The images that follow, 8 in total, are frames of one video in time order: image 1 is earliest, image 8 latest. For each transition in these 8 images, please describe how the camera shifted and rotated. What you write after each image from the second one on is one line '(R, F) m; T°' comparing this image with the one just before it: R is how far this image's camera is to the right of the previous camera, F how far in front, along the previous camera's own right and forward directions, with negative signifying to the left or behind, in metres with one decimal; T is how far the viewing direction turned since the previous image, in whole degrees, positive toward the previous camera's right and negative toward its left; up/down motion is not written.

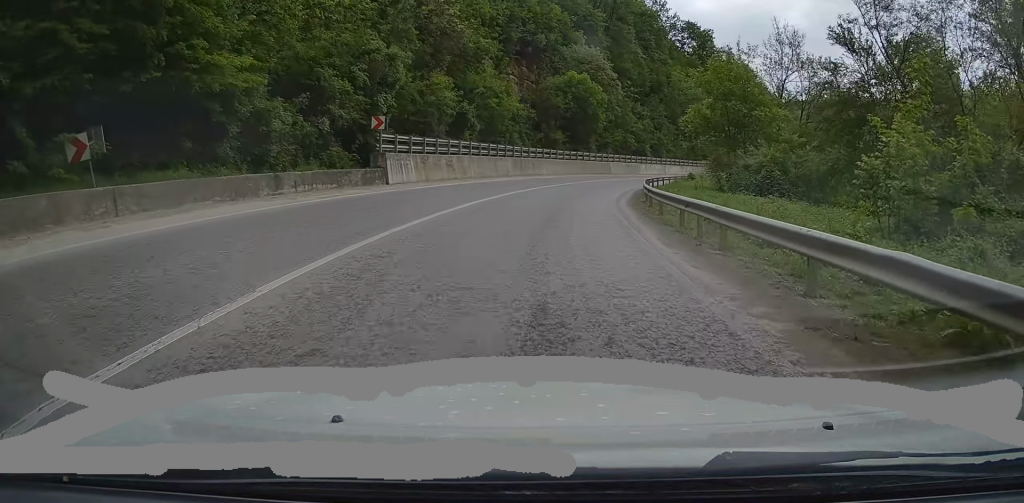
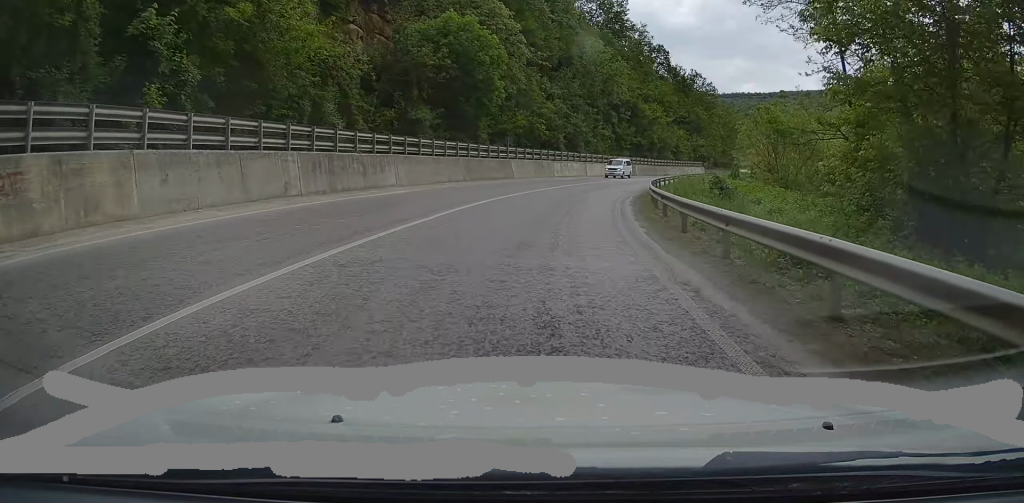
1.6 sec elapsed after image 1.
(+2.5, +29.1) m; +11°
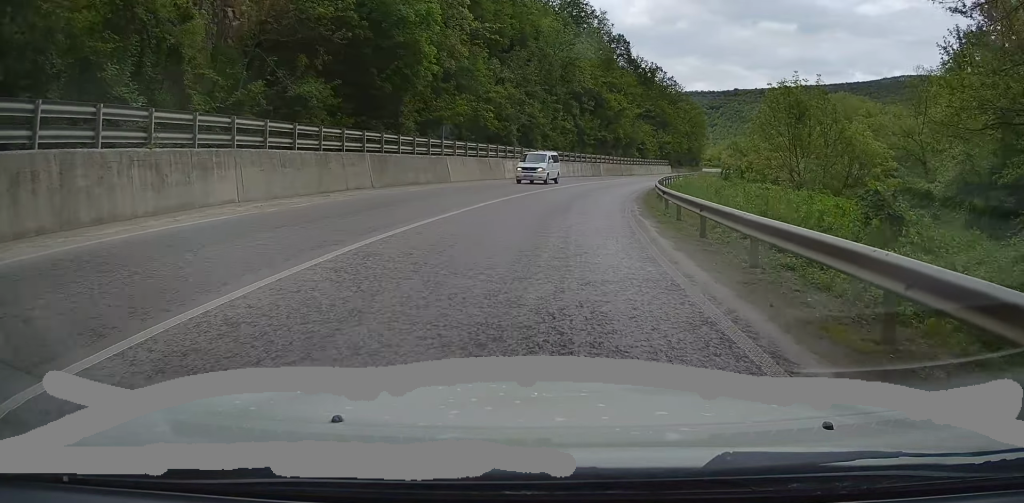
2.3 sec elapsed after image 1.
(+0.4, +12.9) m; +5°
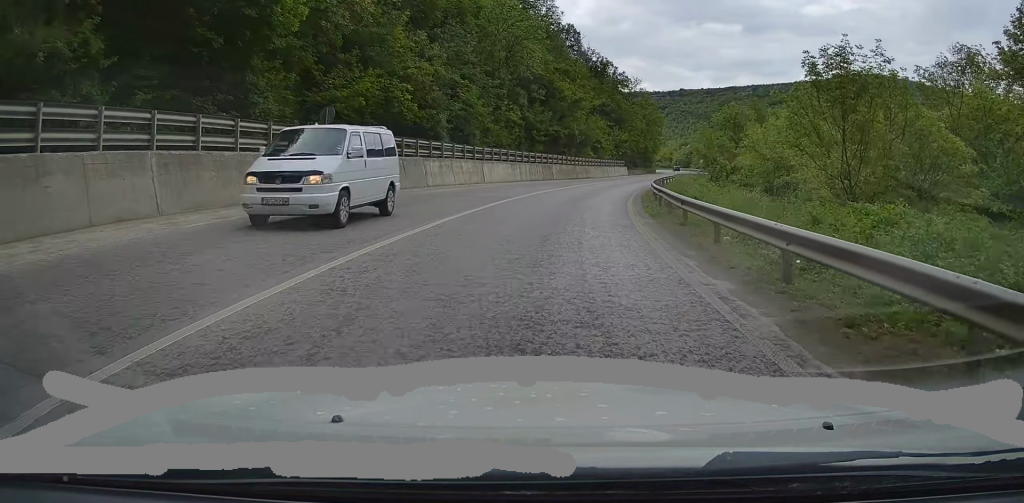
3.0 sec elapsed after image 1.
(+0.6, +13.1) m; +5°
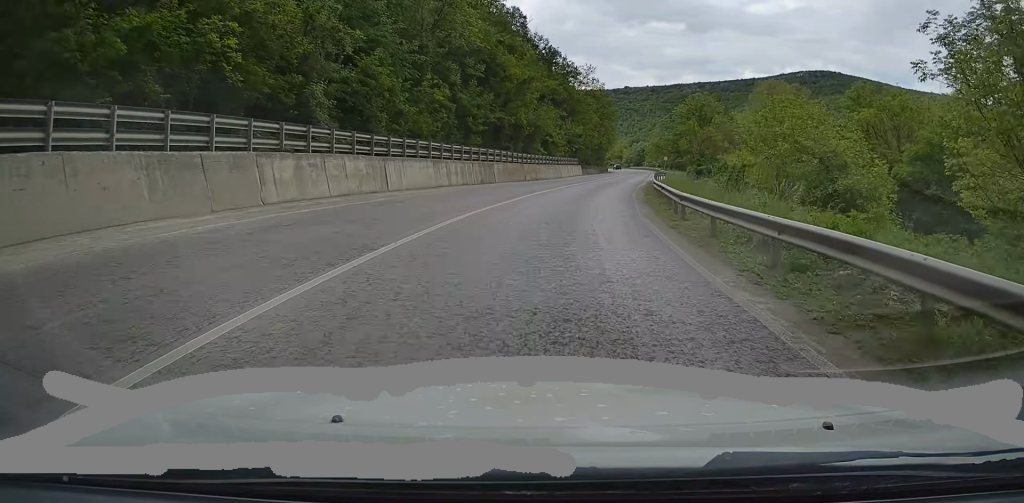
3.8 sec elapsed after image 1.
(+0.8, +15.2) m; +5°
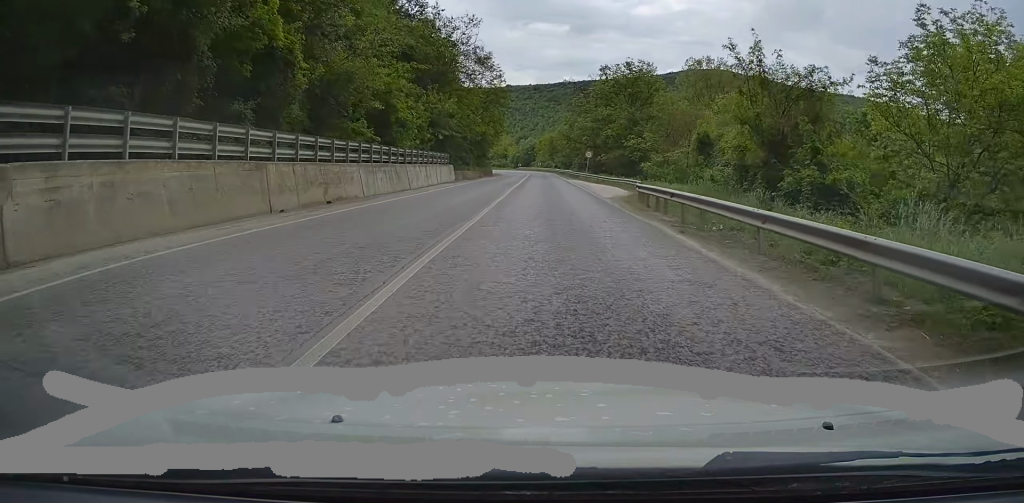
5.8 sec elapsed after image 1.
(+3.7, +39.2) m; +10°
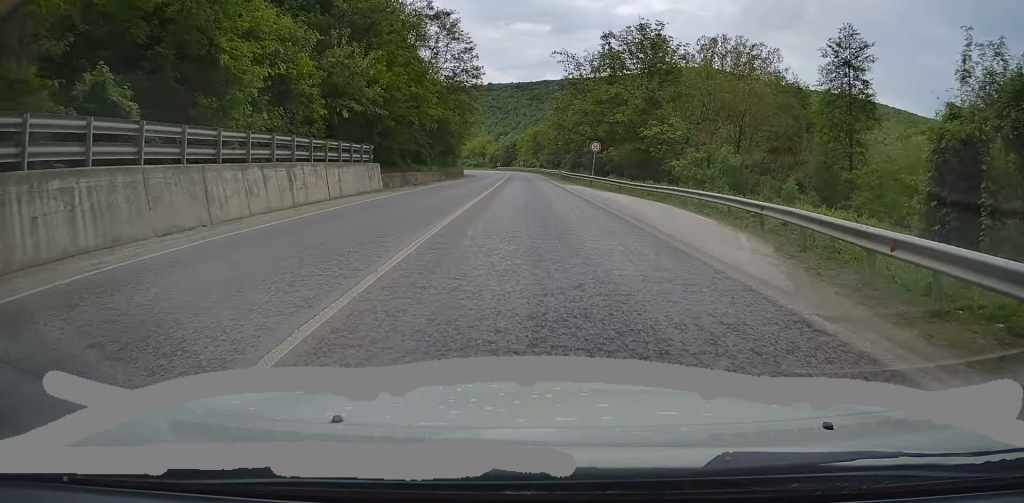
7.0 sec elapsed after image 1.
(+0.8, +23.1) m; +3°
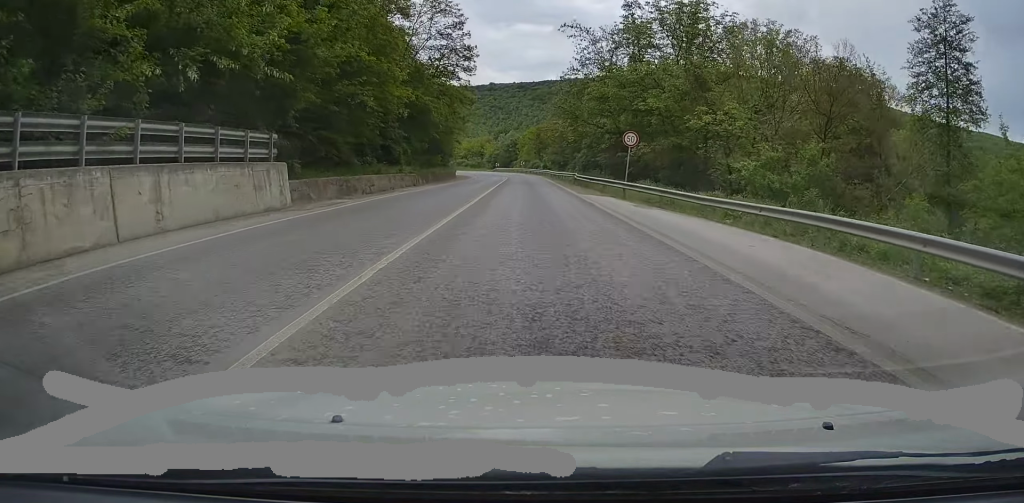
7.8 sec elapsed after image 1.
(+0.2, +14.6) m; 0°
